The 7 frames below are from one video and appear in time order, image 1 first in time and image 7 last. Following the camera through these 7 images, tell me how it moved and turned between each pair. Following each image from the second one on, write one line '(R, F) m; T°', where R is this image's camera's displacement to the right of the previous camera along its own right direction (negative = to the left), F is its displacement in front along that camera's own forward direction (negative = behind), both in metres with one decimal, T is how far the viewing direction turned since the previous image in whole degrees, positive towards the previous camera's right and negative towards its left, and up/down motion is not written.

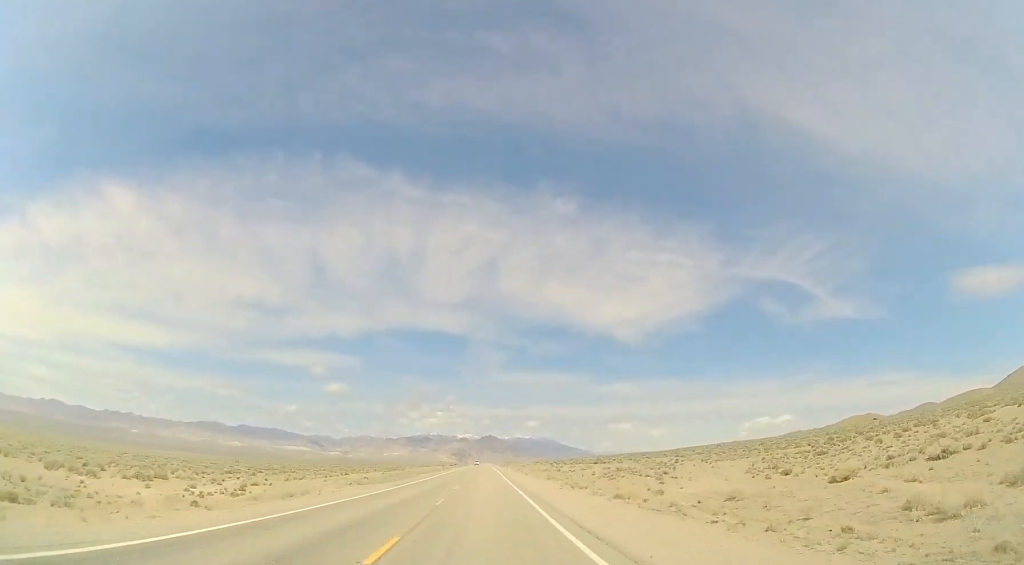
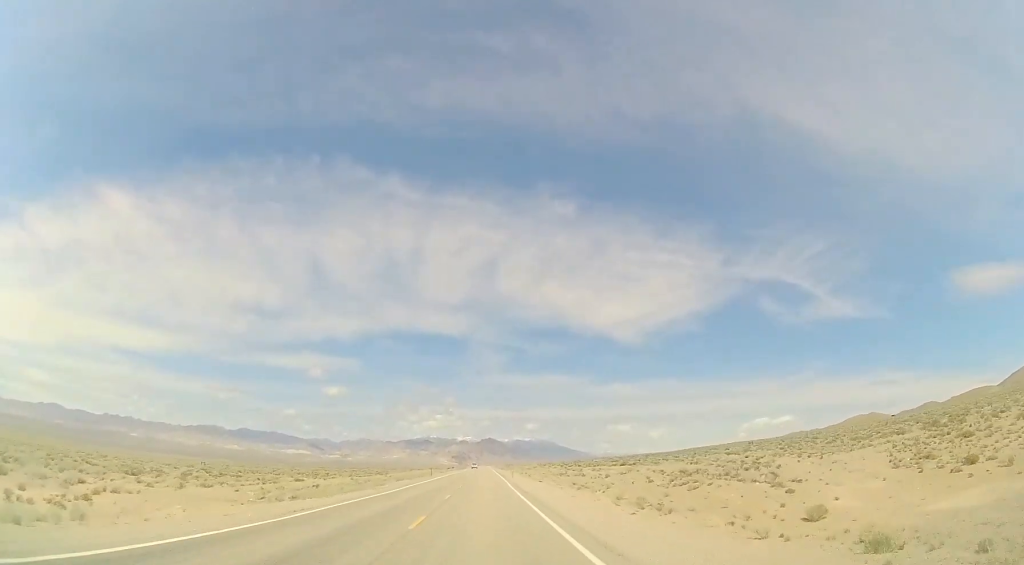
(-0.2, +19.0) m; 0°
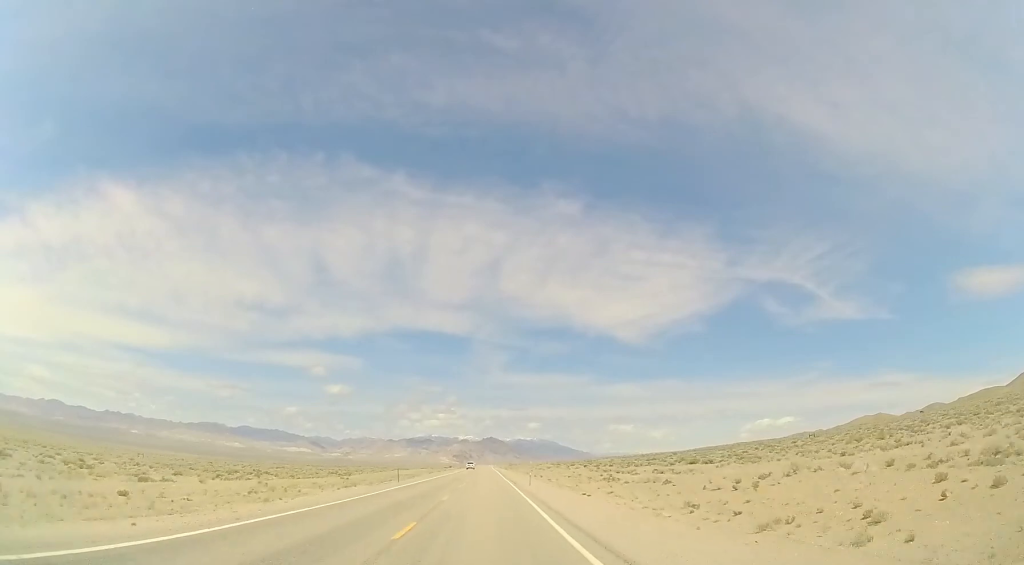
(0.0, +26.4) m; 0°
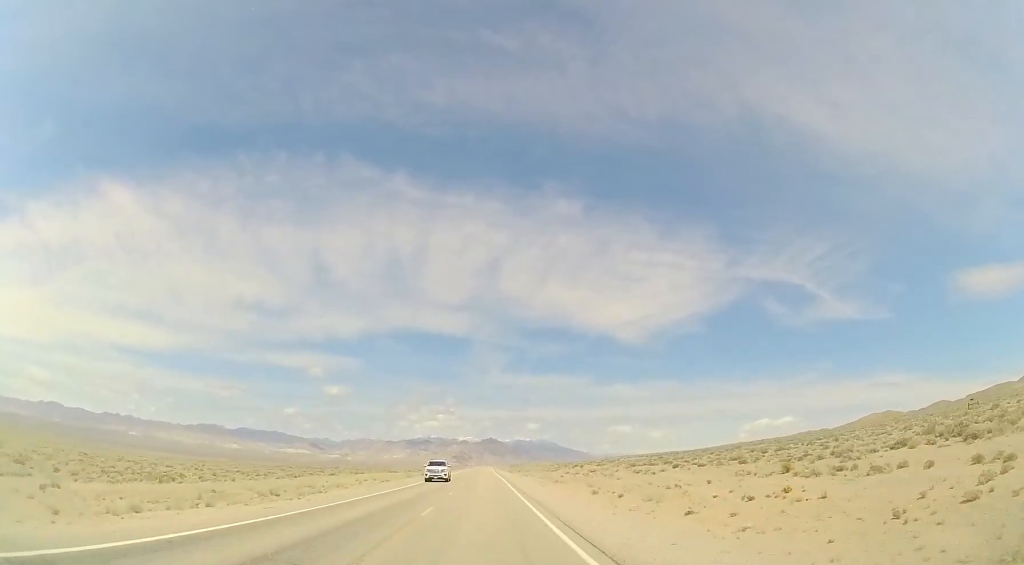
(+0.4, +43.7) m; +1°
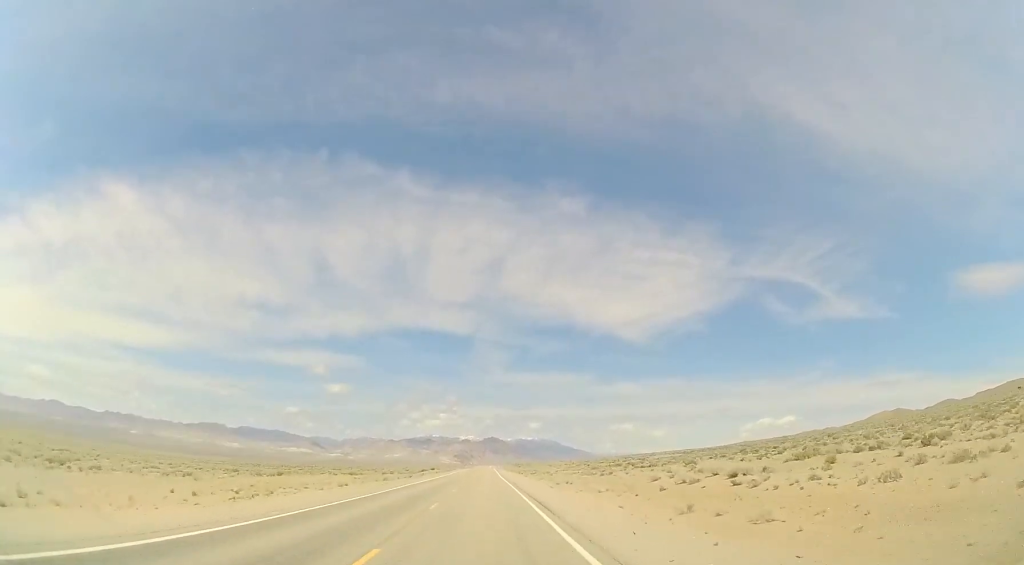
(0.0, +35.1) m; -1°
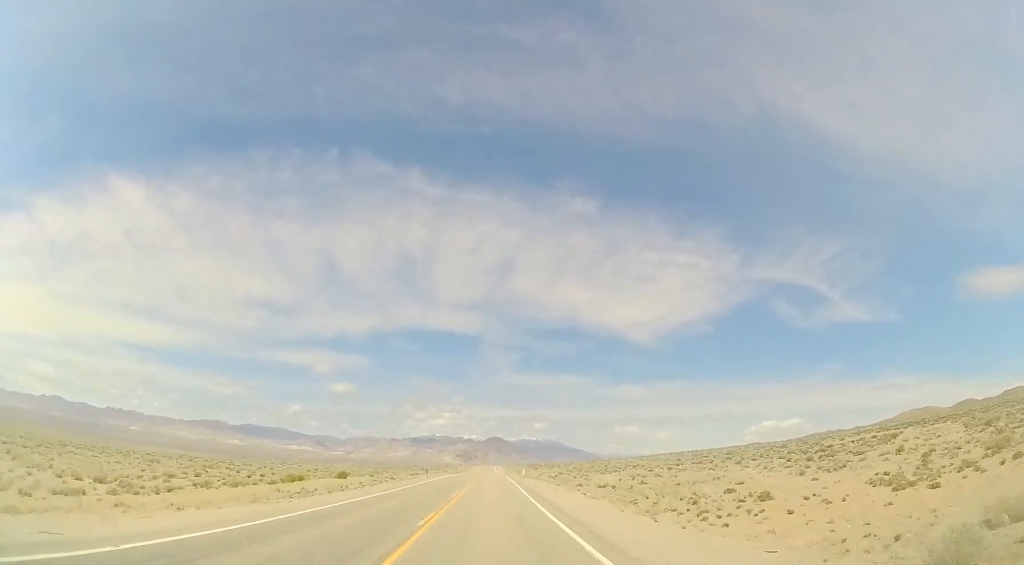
(-1.5, +103.5) m; -1°
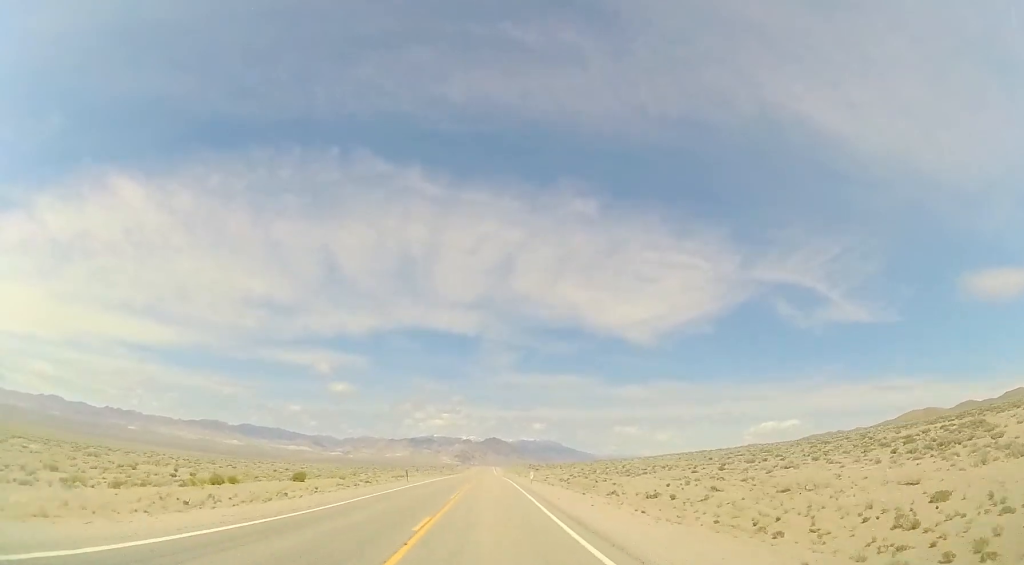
(+0.3, +13.5) m; +1°
